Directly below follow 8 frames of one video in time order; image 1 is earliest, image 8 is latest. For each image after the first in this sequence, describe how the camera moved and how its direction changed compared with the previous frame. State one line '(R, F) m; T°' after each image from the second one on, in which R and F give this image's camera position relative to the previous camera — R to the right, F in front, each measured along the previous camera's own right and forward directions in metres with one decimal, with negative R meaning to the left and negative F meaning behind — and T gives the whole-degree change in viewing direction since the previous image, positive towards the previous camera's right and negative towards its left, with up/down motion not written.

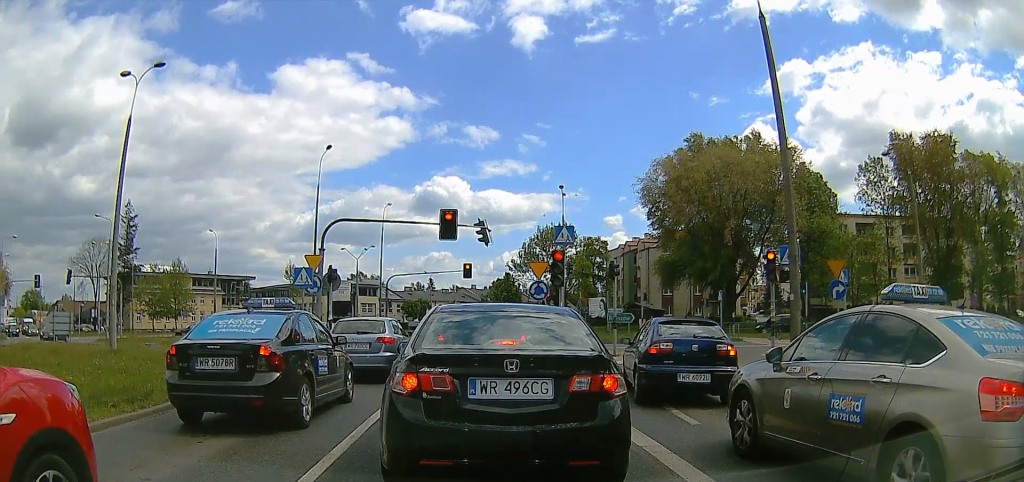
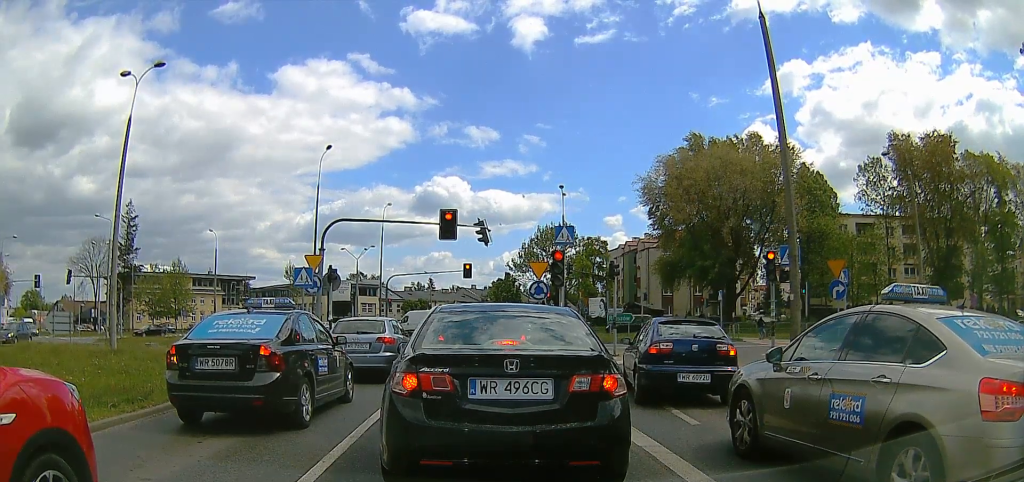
(0.0, +0.1) m; 0°
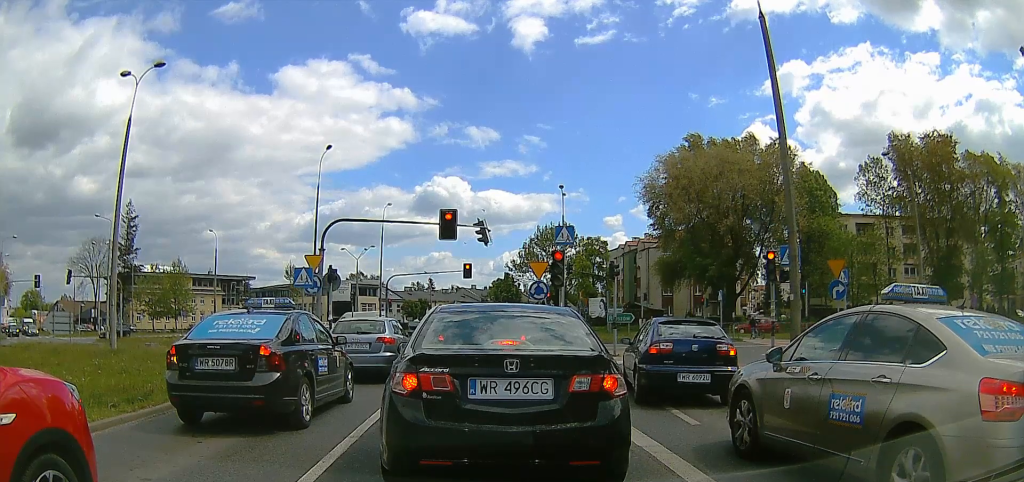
(0.0, 0.0) m; 0°
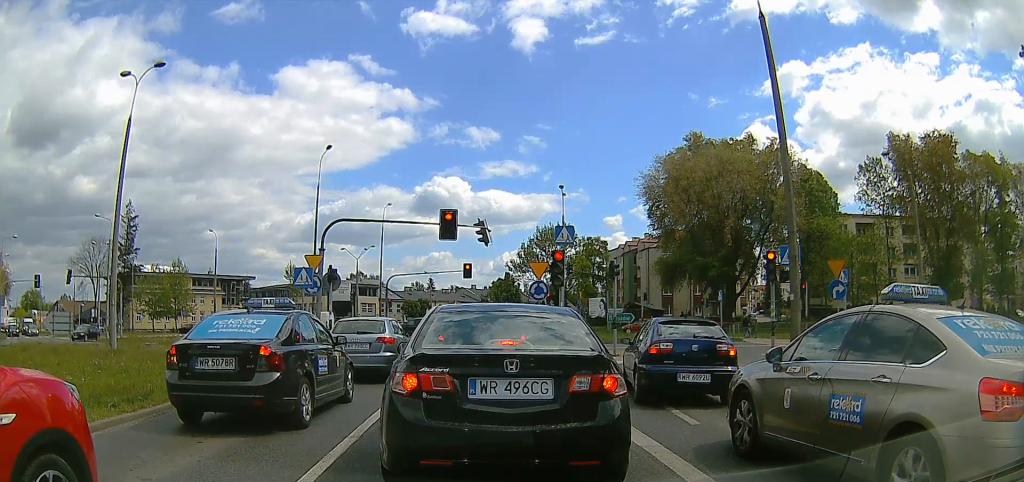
(0.0, 0.0) m; 0°
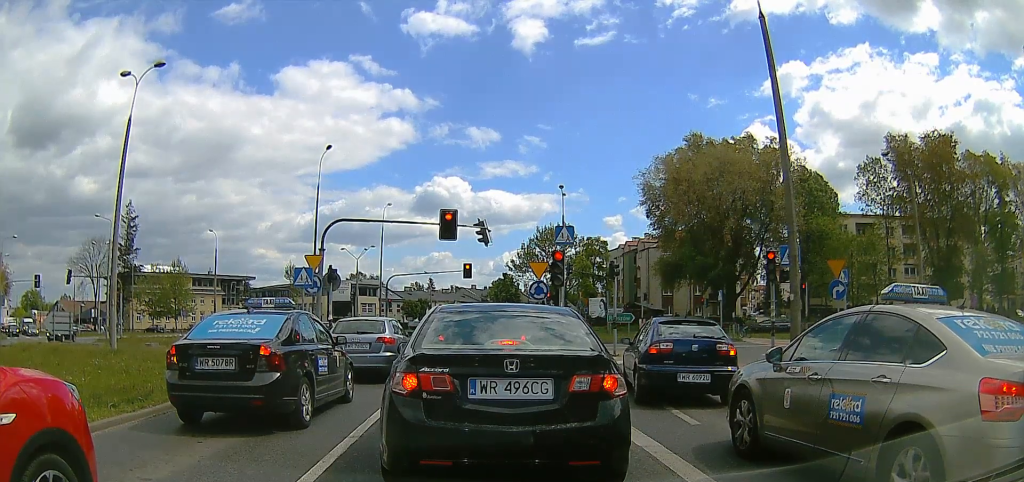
(0.0, 0.0) m; 0°
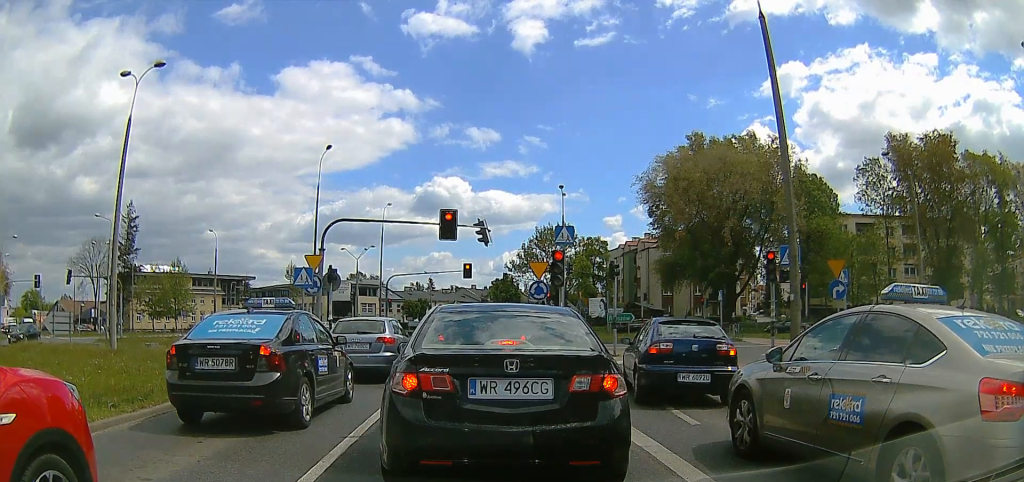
(0.0, 0.0) m; 0°
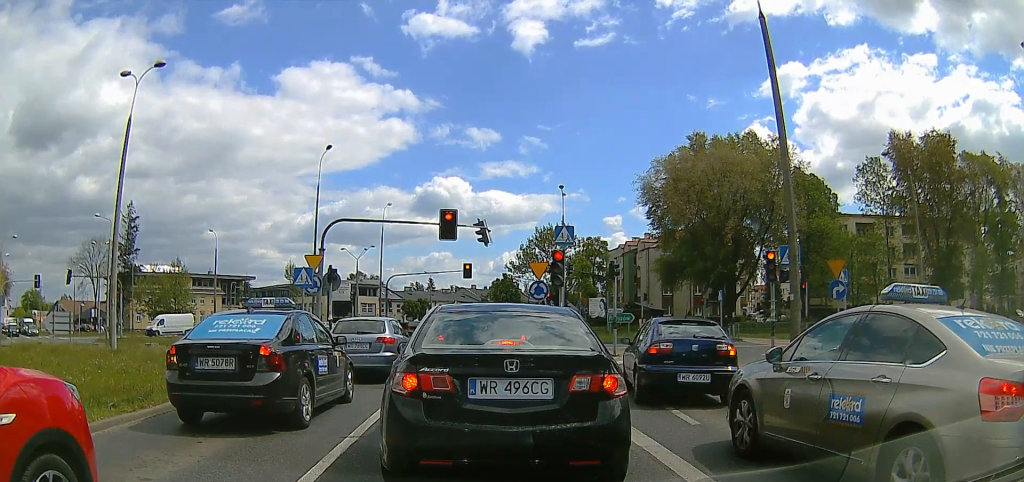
(0.0, 0.0) m; 0°
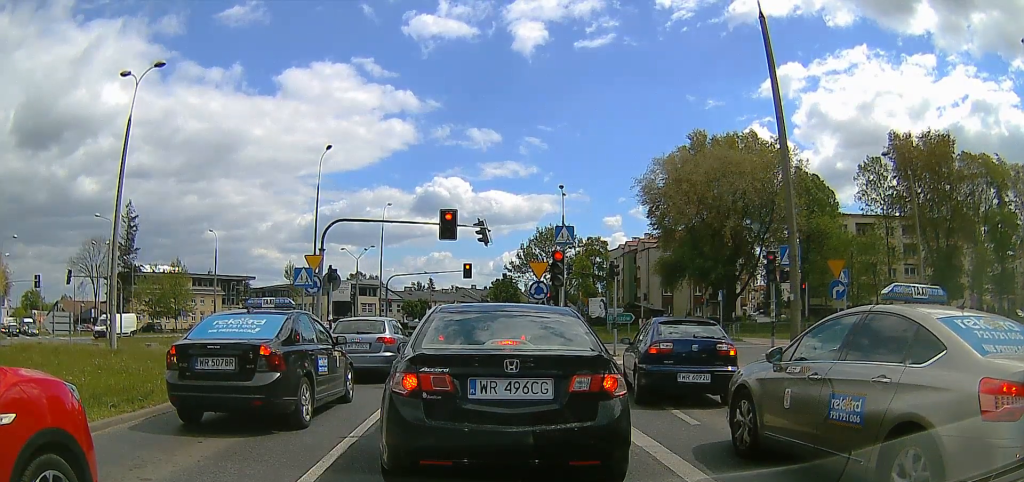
(0.0, 0.0) m; 0°
